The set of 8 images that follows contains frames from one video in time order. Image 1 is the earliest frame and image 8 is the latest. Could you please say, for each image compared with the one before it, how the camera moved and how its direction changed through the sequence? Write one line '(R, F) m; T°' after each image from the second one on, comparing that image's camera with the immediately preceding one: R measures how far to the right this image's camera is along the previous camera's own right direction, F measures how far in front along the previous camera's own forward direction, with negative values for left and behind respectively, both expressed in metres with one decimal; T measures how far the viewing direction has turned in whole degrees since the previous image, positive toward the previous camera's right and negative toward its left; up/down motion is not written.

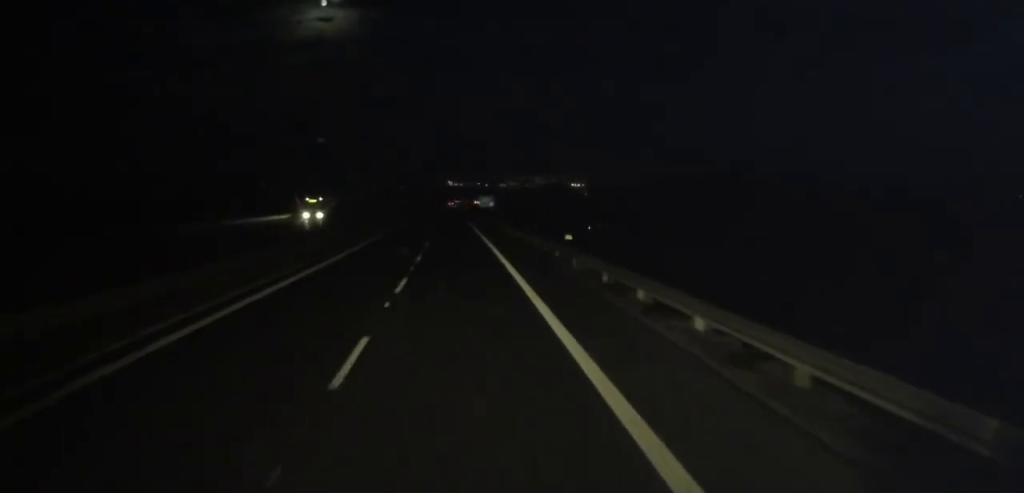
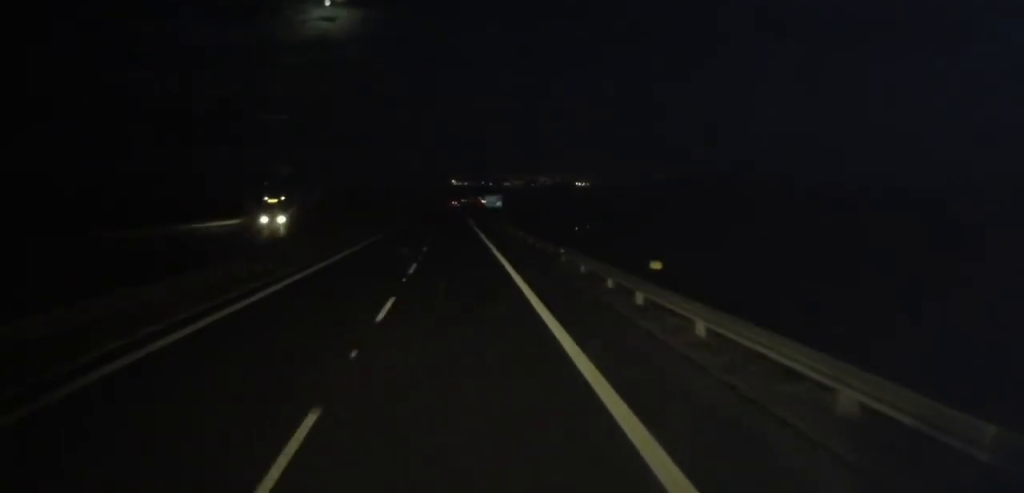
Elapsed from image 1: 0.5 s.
(-0.1, +13.0) m; 0°
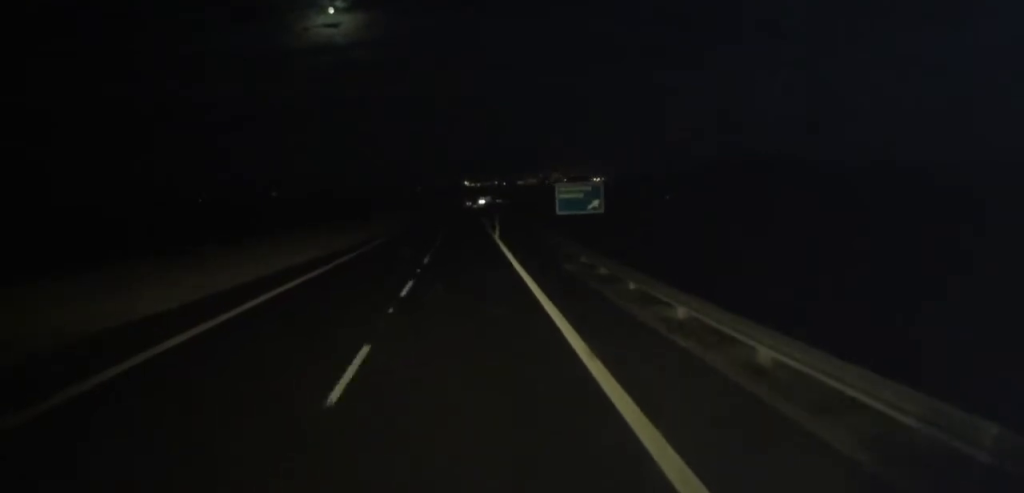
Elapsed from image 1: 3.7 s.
(-1.3, +76.6) m; -2°
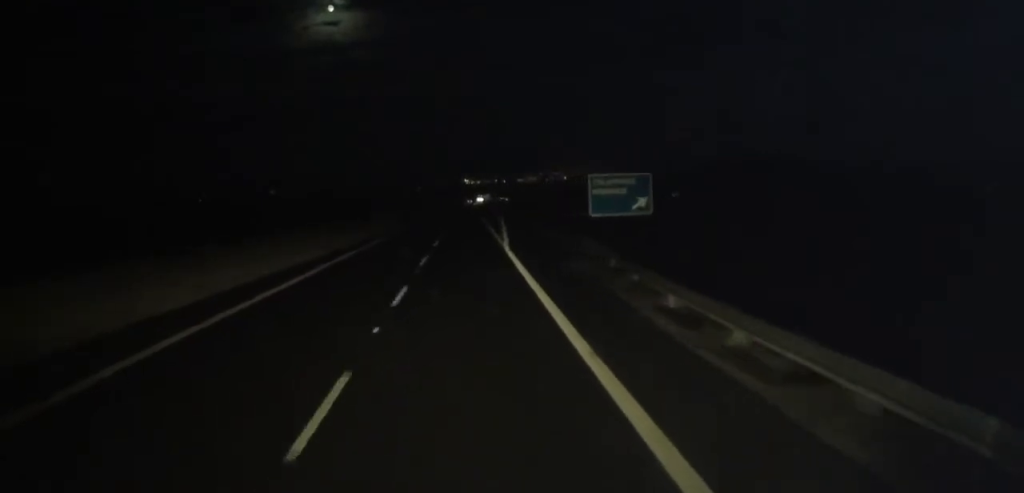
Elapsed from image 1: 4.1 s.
(+0.2, +10.7) m; 0°
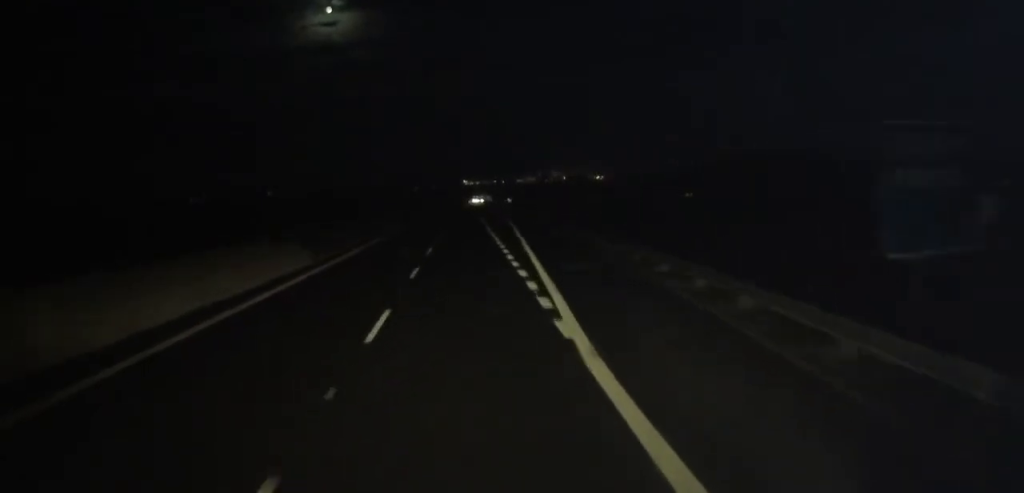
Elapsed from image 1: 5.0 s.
(-0.3, +21.4) m; -1°
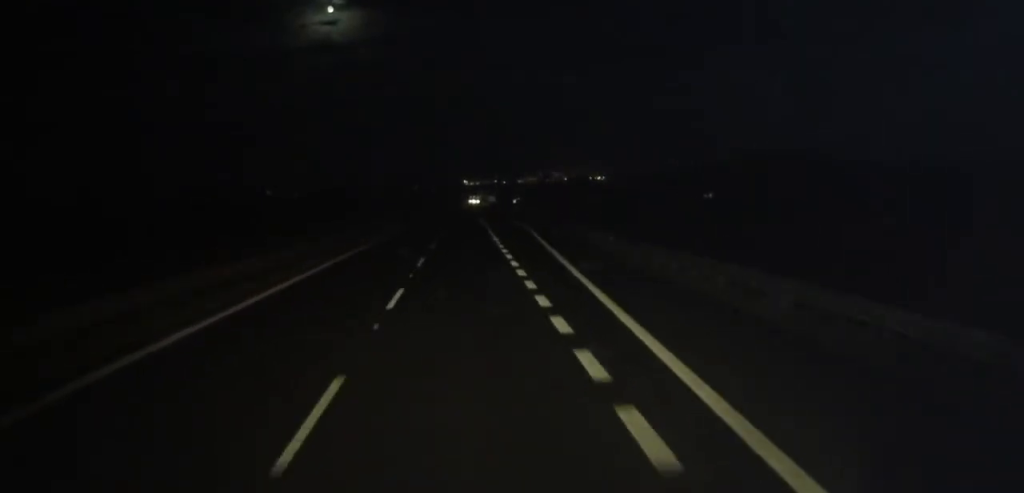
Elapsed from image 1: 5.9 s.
(-0.2, +23.3) m; 0°
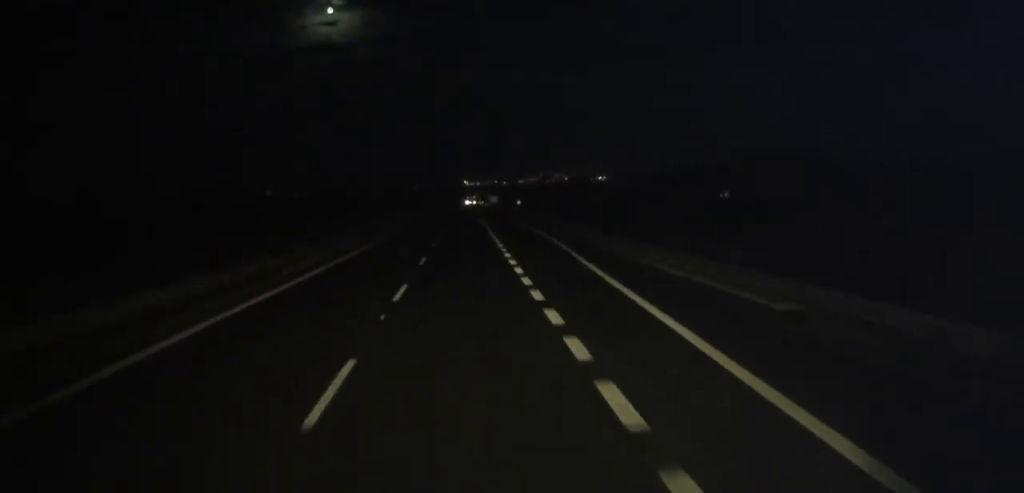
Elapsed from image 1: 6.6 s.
(+0.1, +16.7) m; 0°
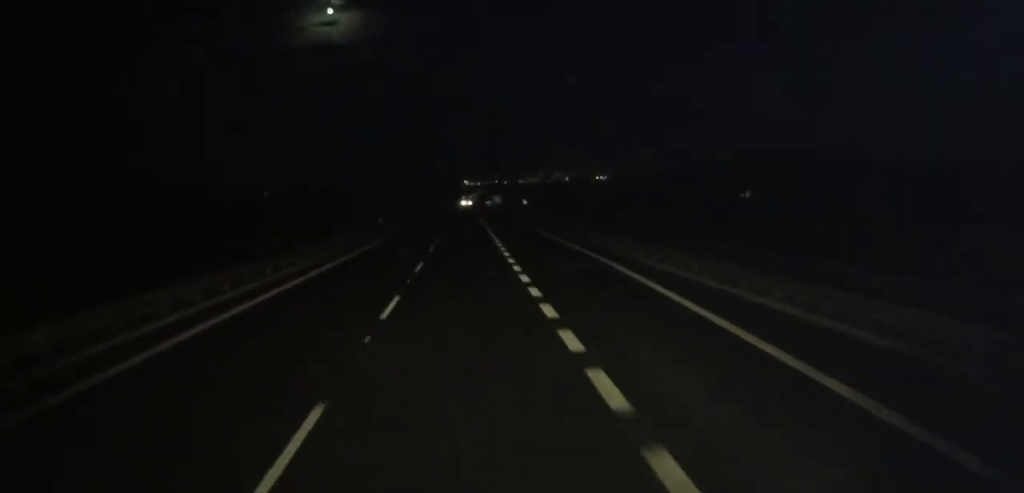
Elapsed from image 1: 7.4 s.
(+0.3, +20.1) m; 0°
